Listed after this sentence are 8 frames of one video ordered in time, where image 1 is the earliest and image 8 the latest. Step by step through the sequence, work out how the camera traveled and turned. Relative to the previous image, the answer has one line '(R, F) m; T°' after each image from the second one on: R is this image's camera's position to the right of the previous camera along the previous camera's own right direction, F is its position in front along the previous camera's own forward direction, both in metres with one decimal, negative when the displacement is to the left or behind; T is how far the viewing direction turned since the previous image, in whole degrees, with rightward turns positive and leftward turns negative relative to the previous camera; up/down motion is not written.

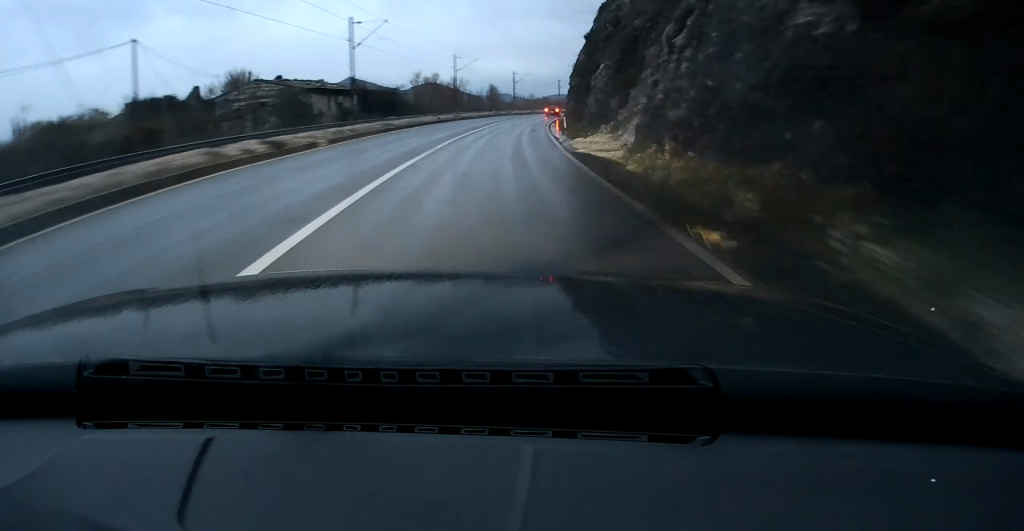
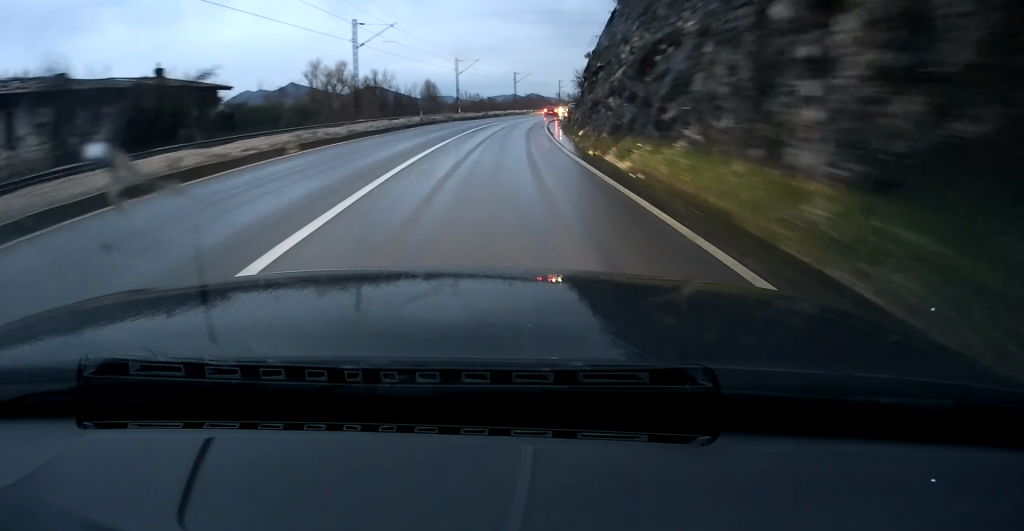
(+1.8, +37.1) m; +5°
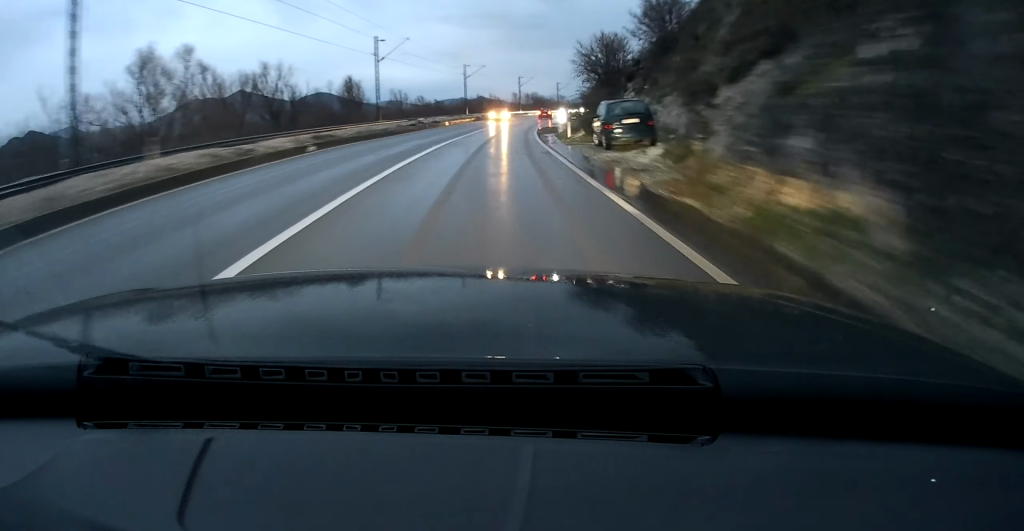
(+1.1, +31.7) m; +4°
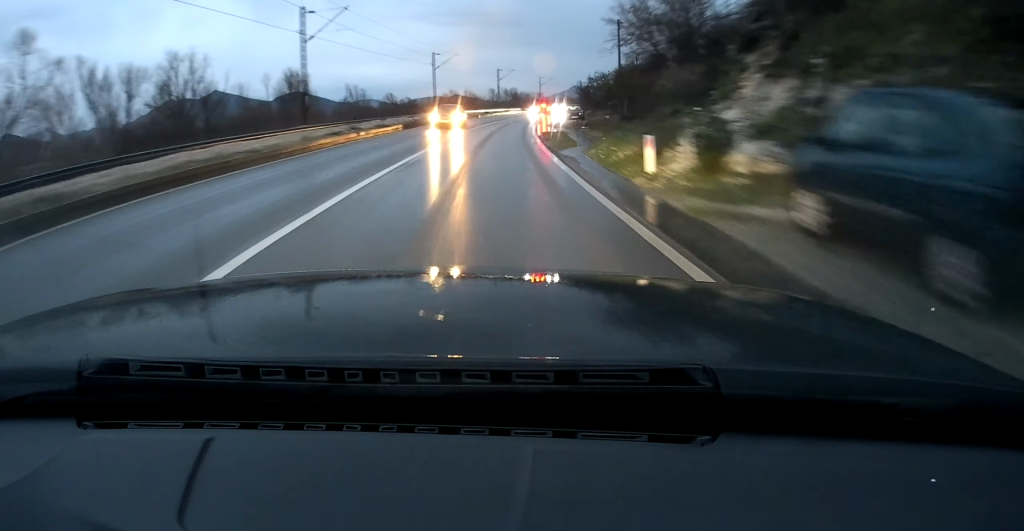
(+0.2, +17.2) m; +2°
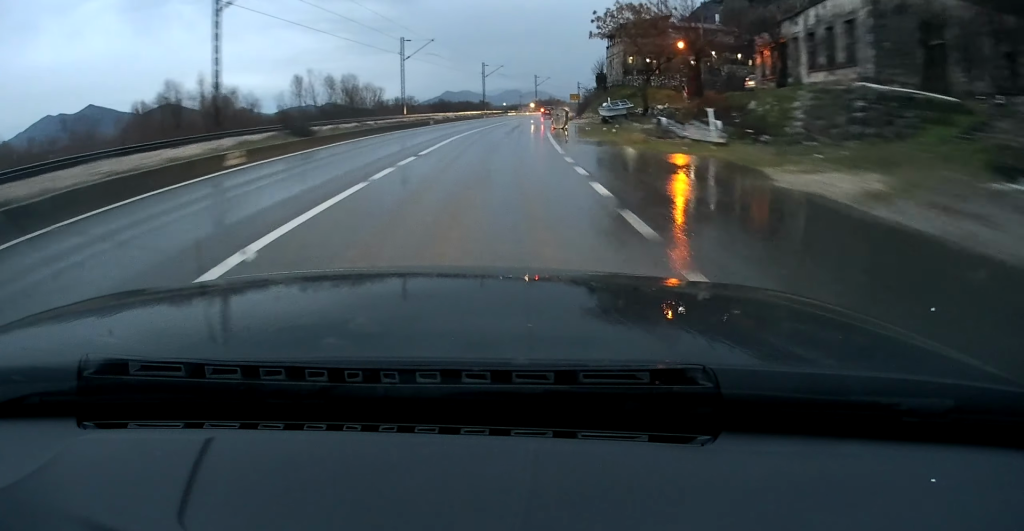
(+9.1, +90.7) m; +12°
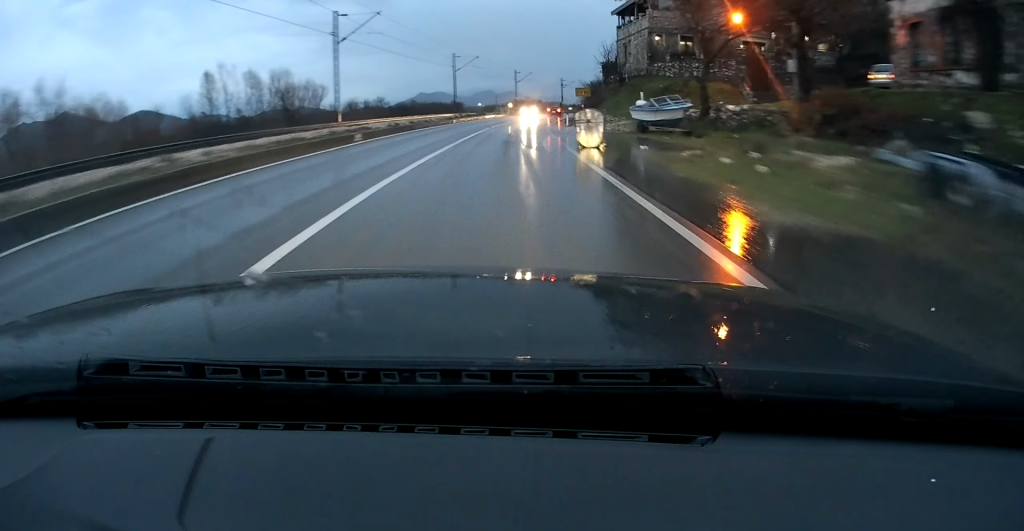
(+0.7, +18.4) m; +2°
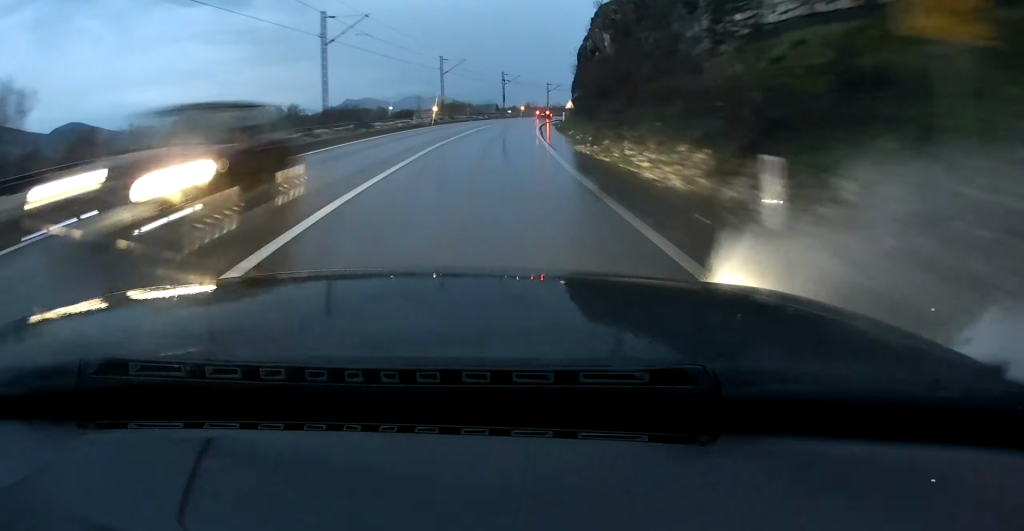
(+1.6, +38.3) m; +5°
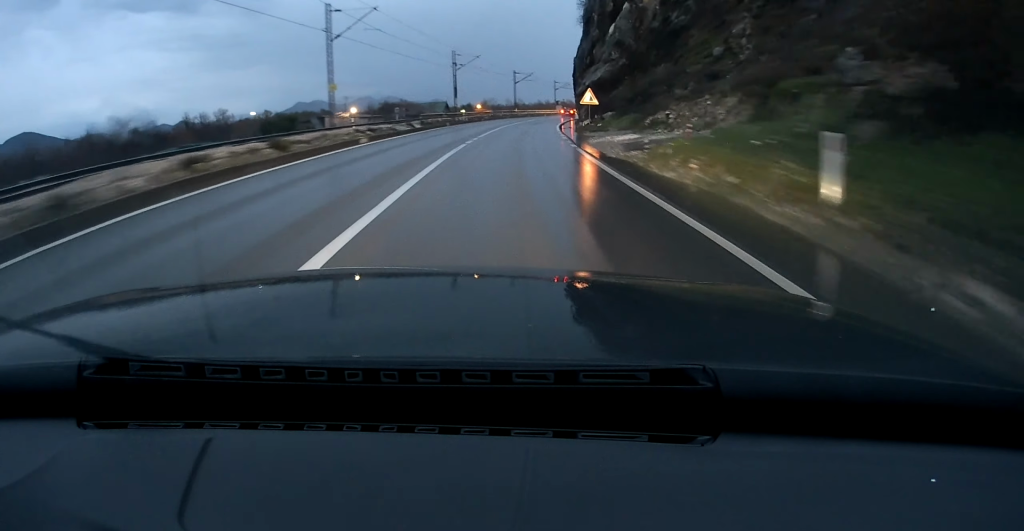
(+2.0, +42.1) m; +5°
